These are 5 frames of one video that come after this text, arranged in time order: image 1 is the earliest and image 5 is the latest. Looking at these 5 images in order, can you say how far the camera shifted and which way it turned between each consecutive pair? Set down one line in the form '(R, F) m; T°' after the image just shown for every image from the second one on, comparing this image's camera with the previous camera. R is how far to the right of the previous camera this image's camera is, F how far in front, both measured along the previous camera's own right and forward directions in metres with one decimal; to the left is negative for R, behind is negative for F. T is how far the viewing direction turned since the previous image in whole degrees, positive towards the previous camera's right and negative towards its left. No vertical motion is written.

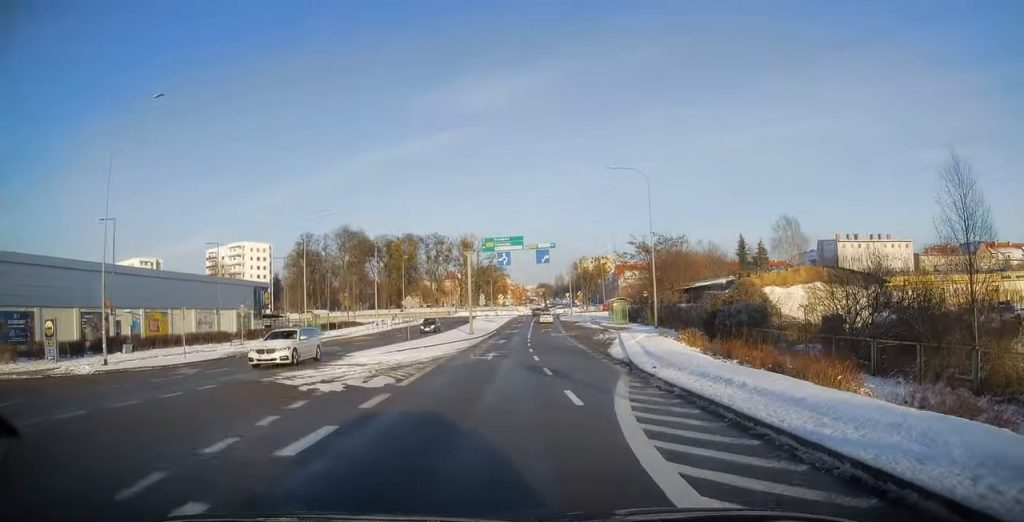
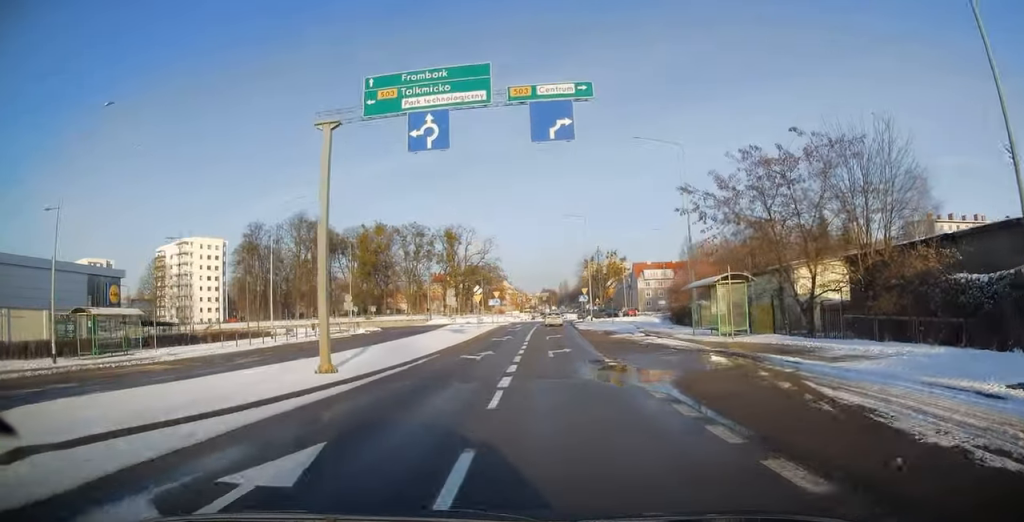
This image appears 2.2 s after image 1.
(-0.8, +35.5) m; -1°
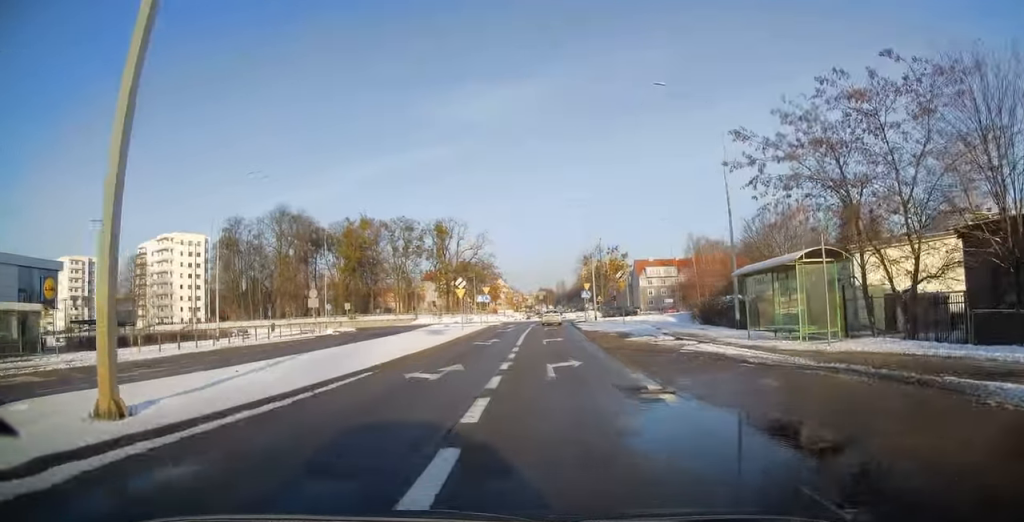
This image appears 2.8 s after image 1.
(+0.1, +8.8) m; +1°
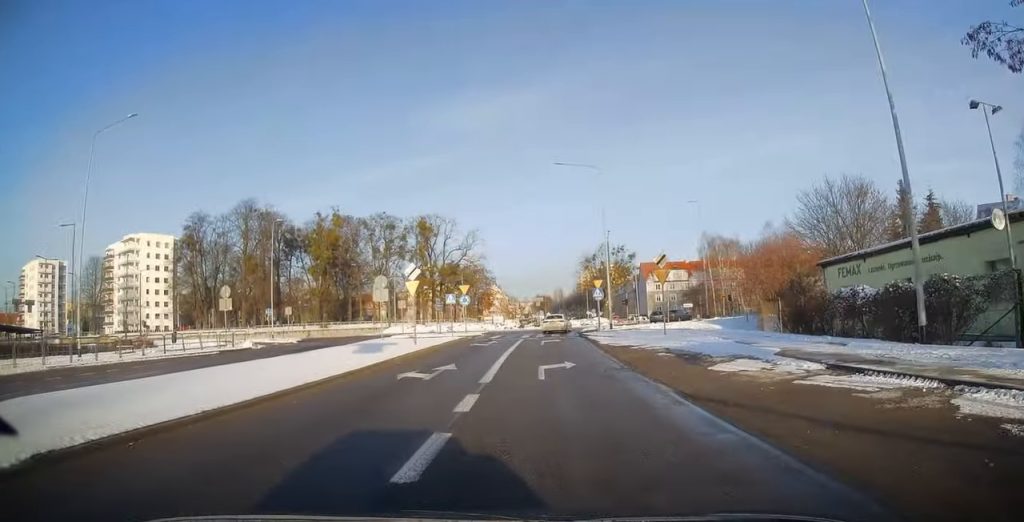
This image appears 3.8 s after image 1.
(+0.2, +15.5) m; +1°
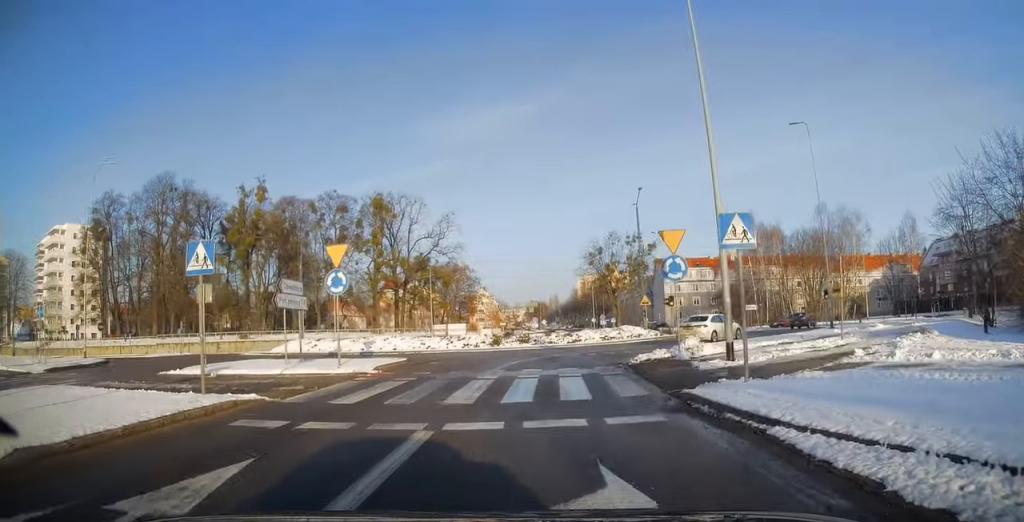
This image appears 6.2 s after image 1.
(0.0, +29.1) m; -1°
